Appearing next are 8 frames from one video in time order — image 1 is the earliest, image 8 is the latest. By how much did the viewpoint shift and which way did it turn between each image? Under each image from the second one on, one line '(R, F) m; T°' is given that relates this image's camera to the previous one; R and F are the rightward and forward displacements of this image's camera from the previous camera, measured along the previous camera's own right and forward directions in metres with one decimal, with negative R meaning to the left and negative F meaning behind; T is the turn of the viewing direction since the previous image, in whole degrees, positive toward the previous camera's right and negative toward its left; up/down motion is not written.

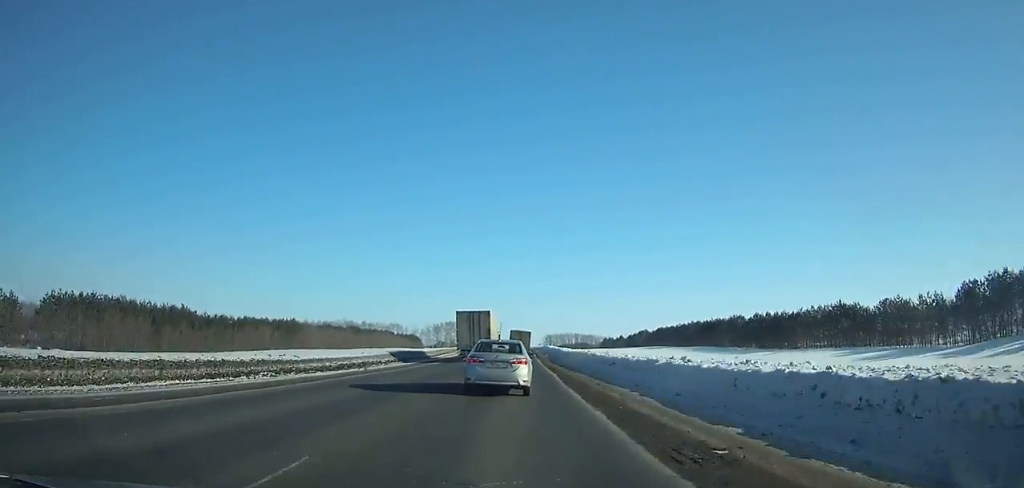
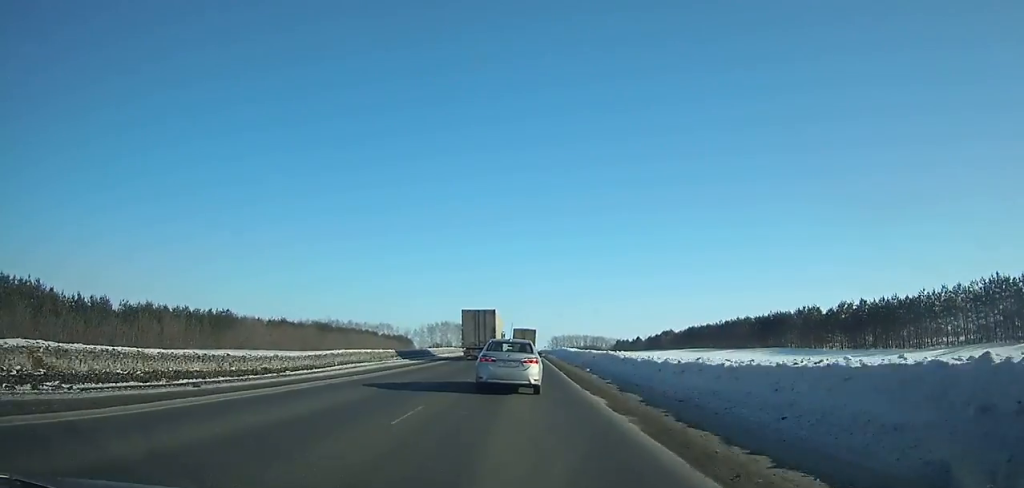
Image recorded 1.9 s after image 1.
(0.0, +39.6) m; 0°
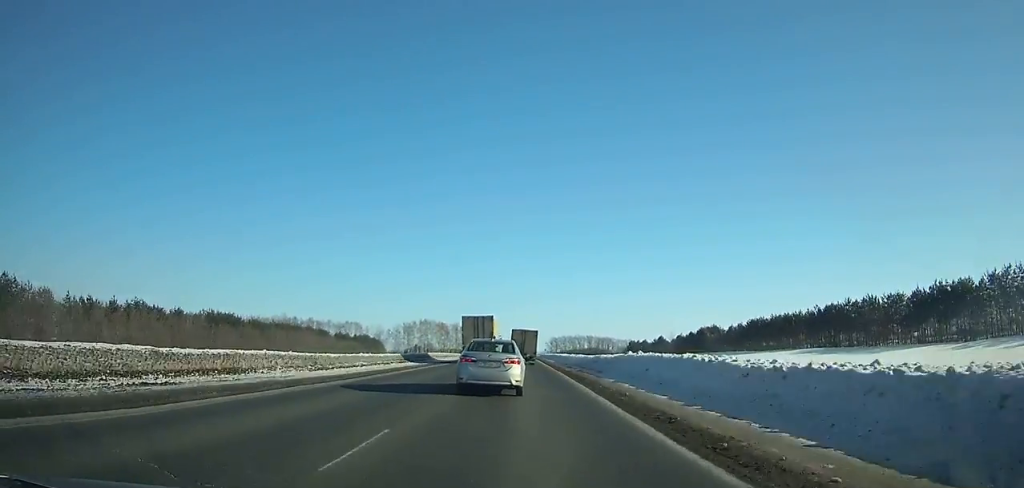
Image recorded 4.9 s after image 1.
(0.0, +61.8) m; 0°
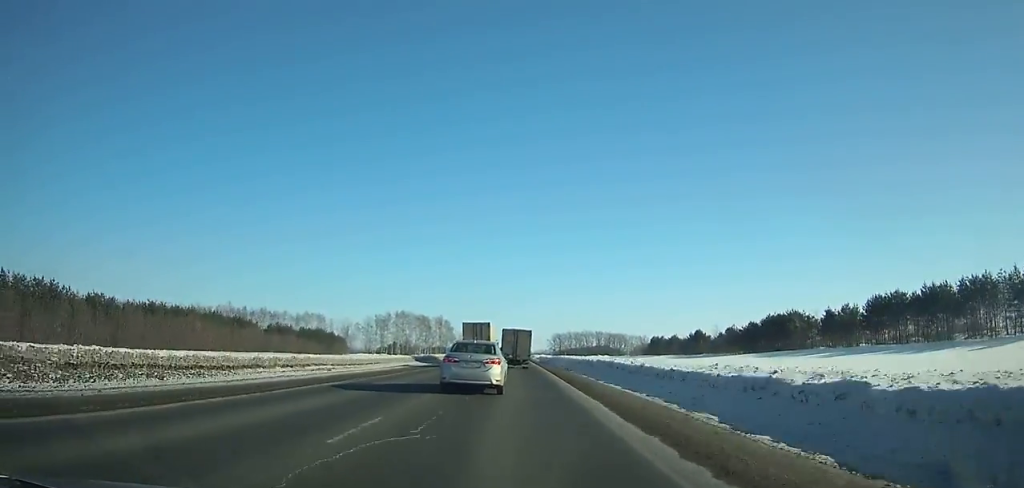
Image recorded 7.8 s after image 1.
(+0.1, +58.4) m; 0°
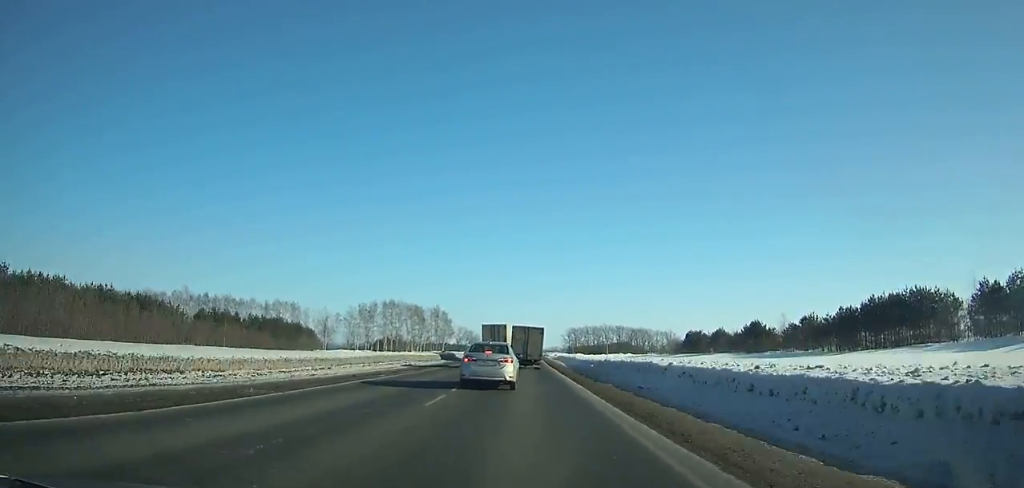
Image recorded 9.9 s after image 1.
(-0.1, +41.5) m; 0°
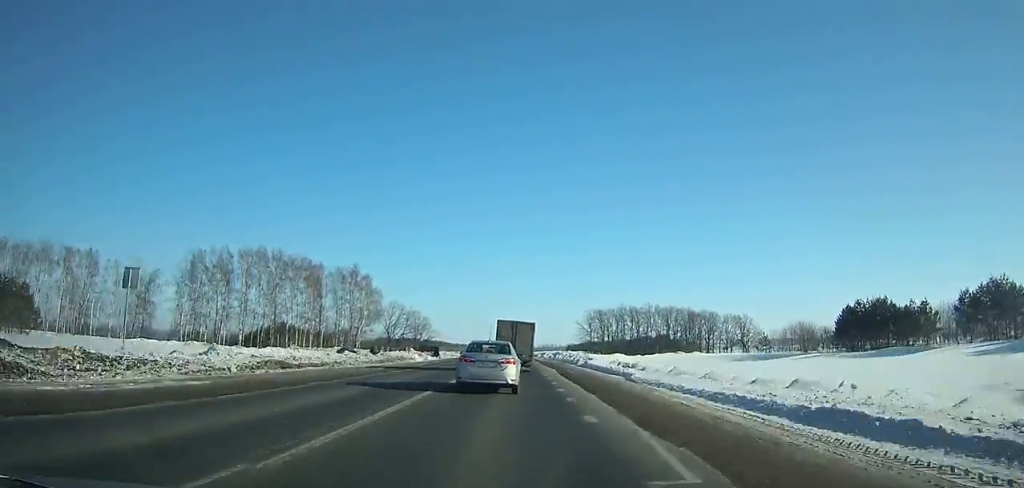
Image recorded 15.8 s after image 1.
(+1.0, +112.4) m; +1°
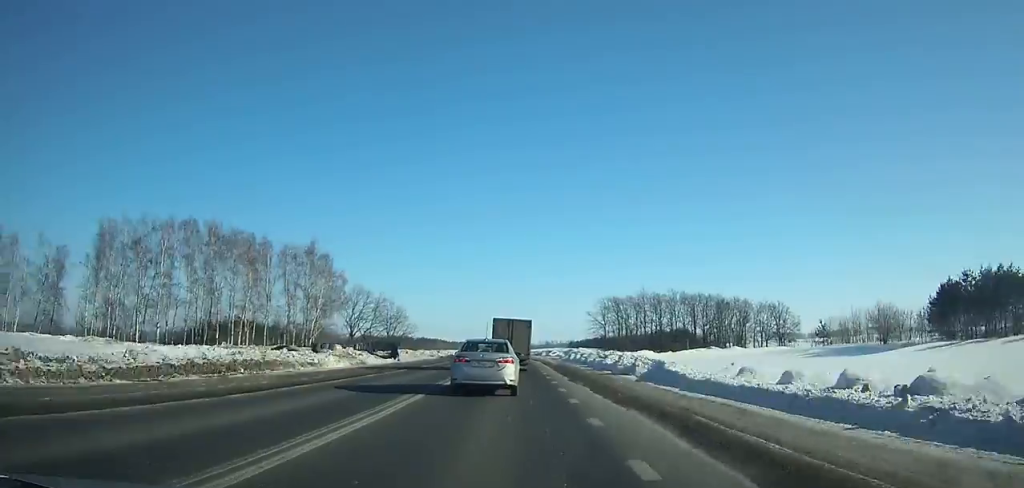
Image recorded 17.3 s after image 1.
(-0.1, +27.6) m; 0°
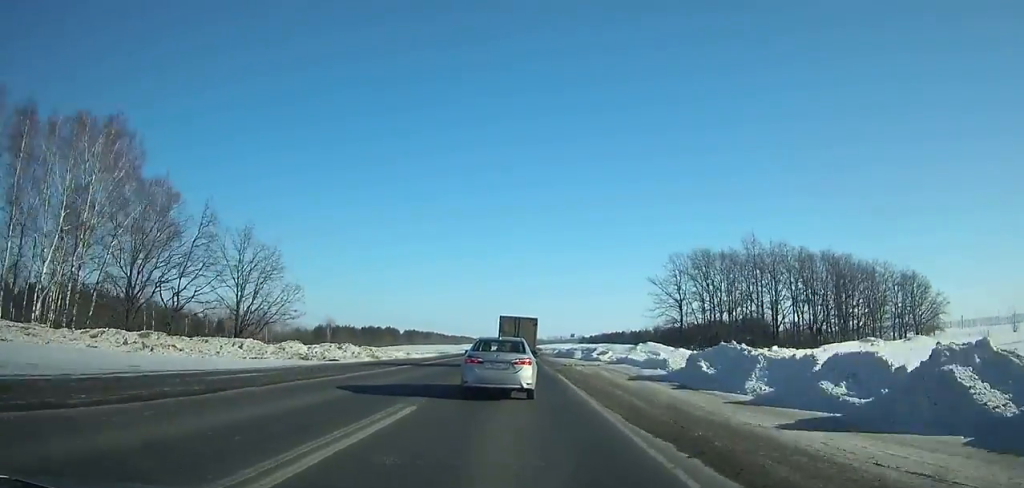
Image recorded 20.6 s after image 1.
(-0.2, +60.4) m; 0°
